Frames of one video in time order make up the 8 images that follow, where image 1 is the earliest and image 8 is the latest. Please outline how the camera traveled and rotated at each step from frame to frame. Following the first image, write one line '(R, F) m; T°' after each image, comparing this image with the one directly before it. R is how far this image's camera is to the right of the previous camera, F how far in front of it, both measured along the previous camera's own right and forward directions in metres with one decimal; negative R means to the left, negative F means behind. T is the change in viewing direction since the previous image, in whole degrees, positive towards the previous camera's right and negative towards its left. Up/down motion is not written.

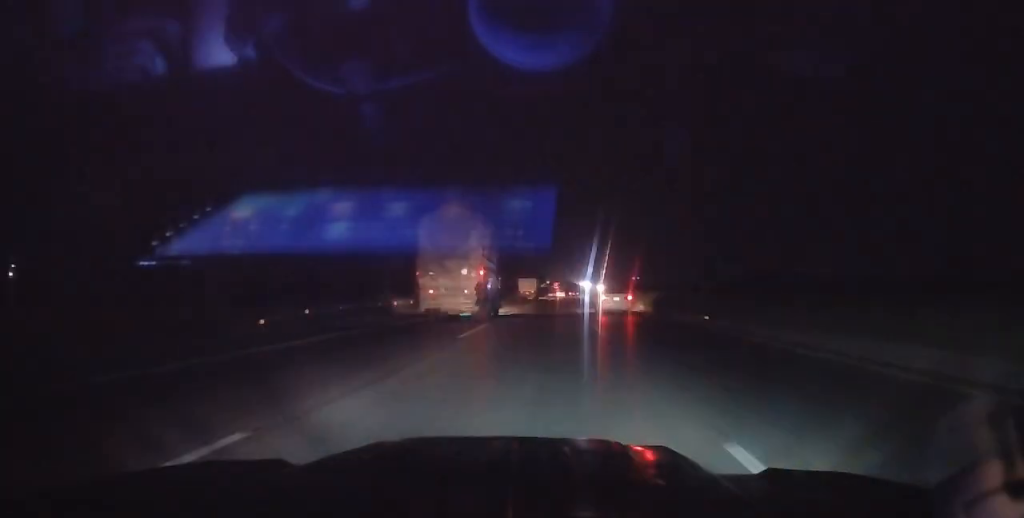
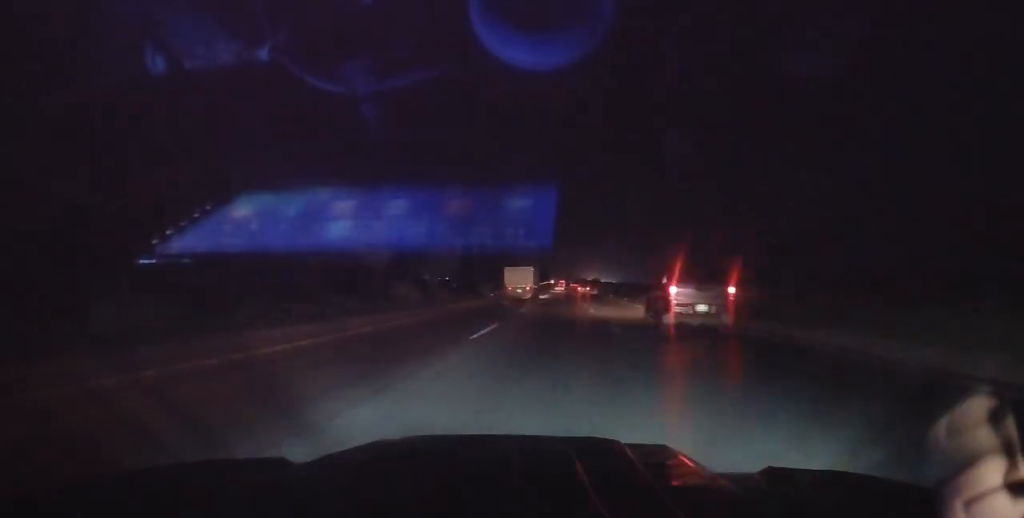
(-0.1, +128.0) m; 0°
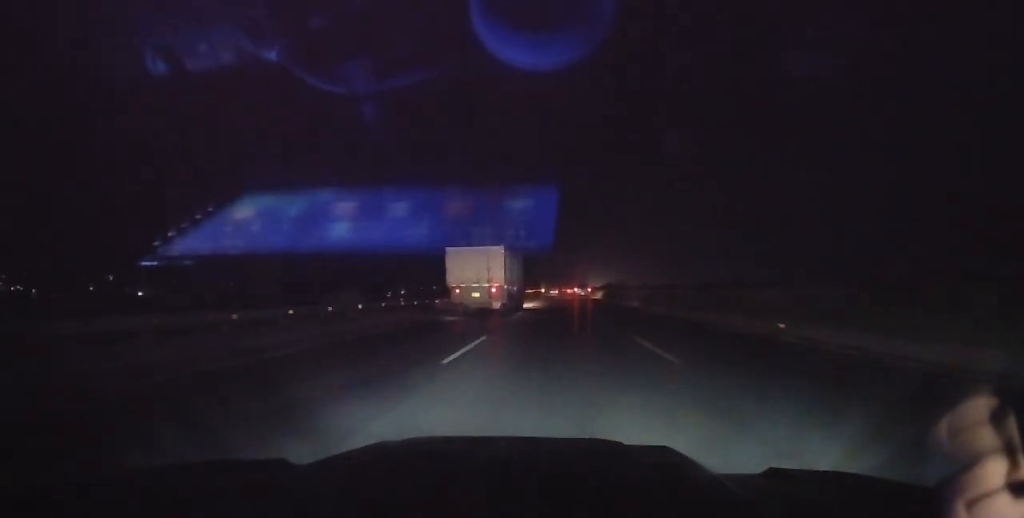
(0.0, +96.3) m; 0°
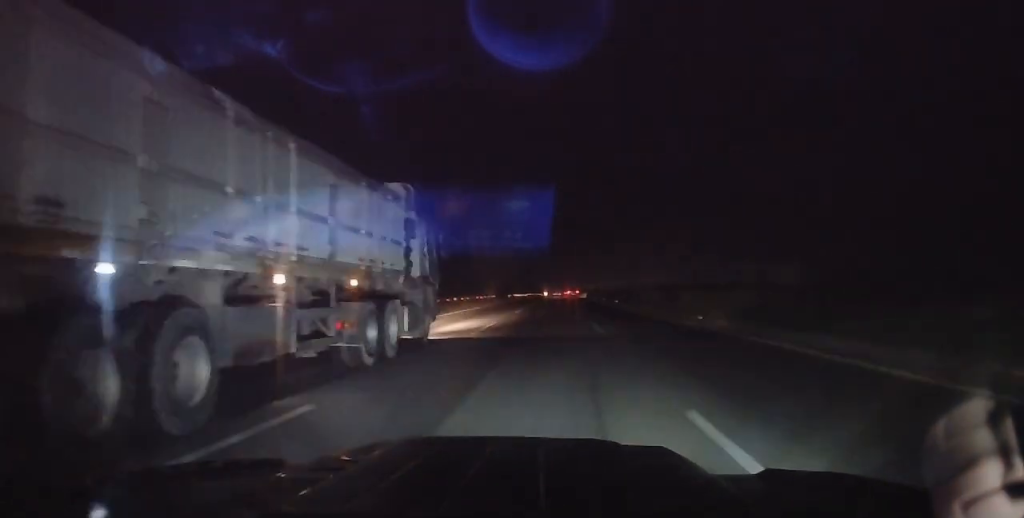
(0.0, +83.7) m; 0°
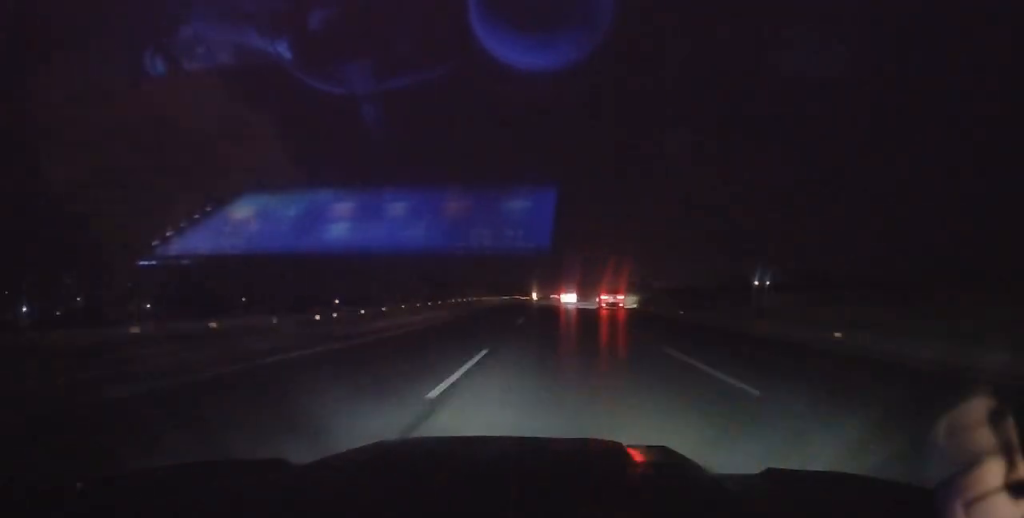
(+0.4, +156.4) m; 0°
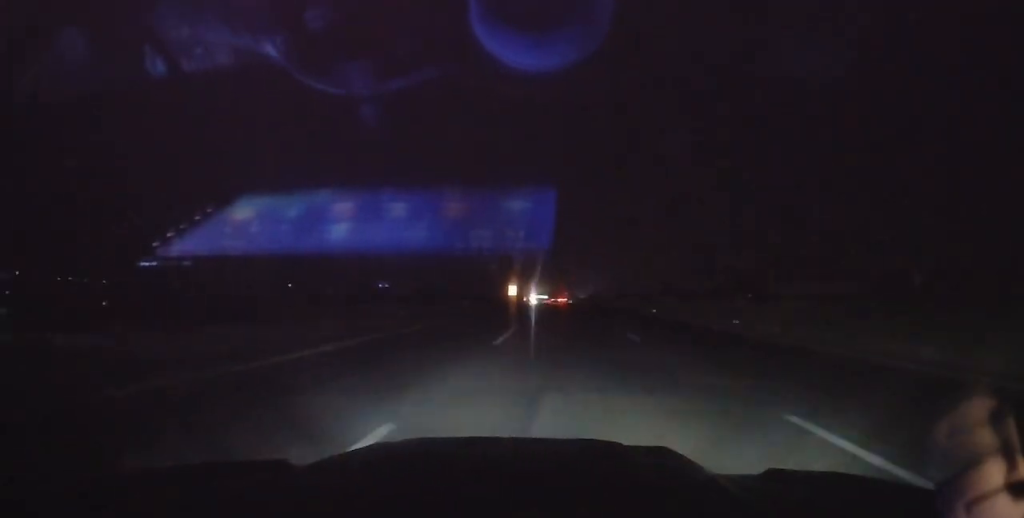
(-1.5, +225.4) m; -1°
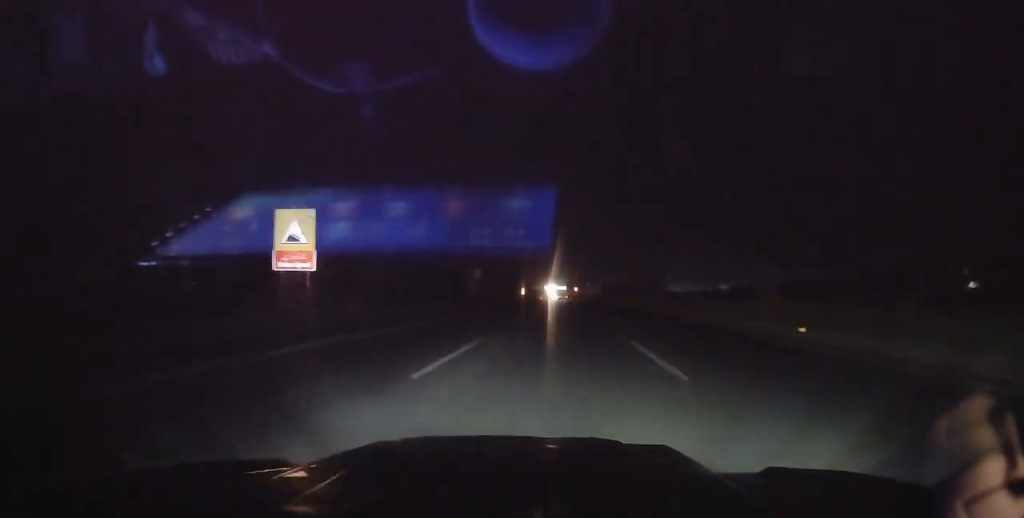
(-0.8, +147.6) m; -1°
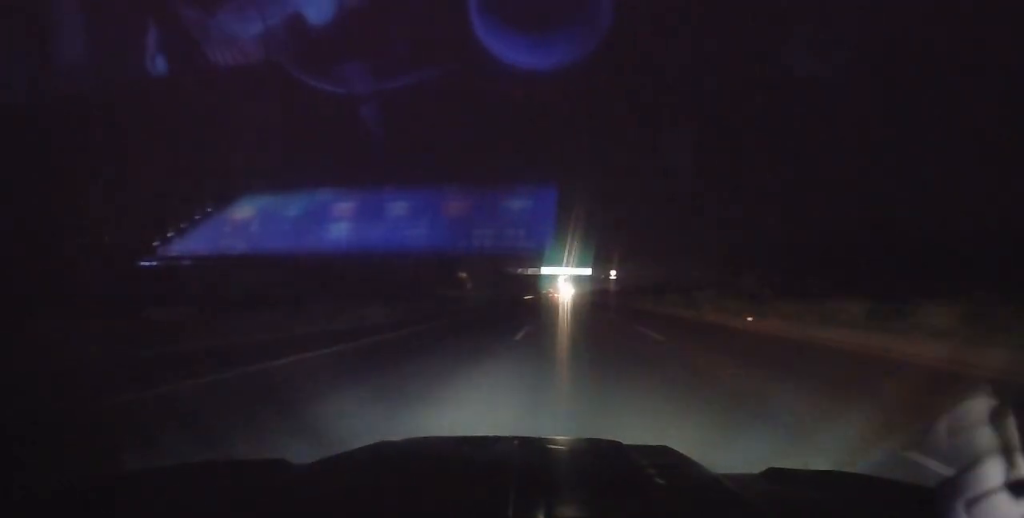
(-1.5, +188.9) m; -1°
